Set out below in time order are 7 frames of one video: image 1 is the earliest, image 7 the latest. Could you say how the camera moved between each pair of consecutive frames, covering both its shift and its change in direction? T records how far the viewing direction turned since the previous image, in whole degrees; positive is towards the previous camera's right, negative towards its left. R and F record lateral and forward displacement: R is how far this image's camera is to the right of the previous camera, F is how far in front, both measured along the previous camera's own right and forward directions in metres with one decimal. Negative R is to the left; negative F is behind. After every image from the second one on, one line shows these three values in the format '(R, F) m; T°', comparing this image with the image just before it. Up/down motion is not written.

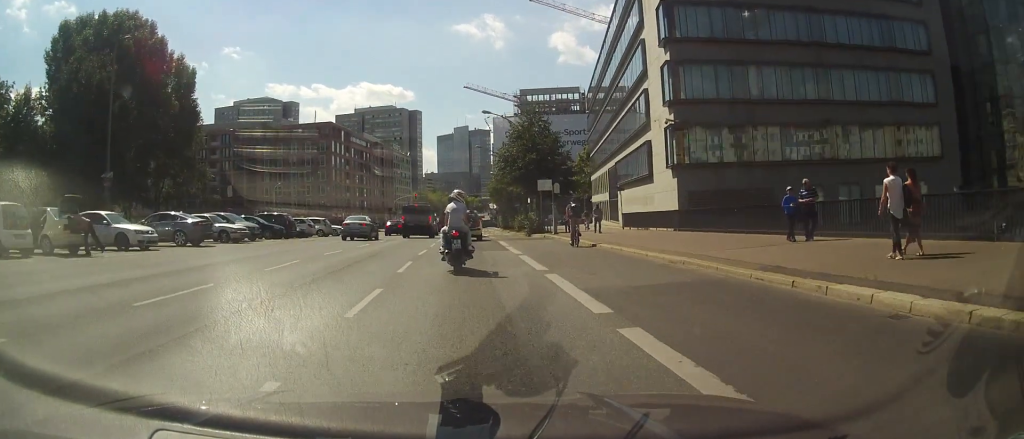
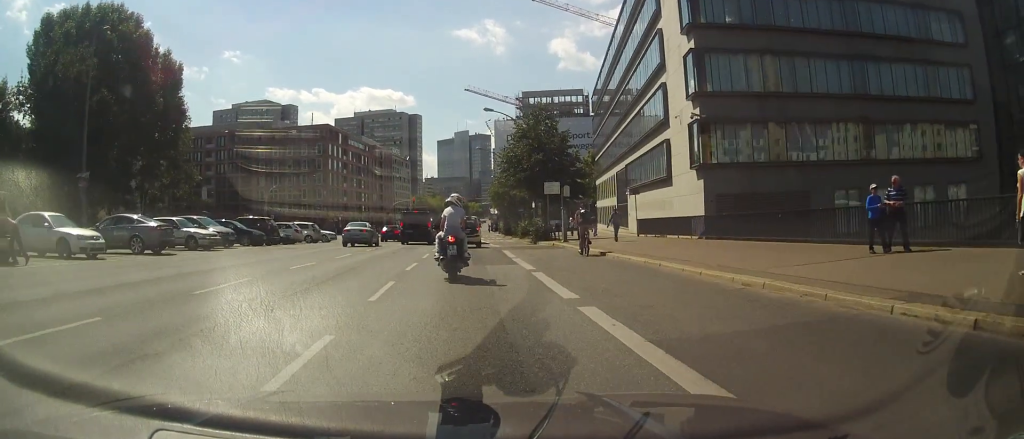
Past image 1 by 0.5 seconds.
(0.0, +3.9) m; 0°
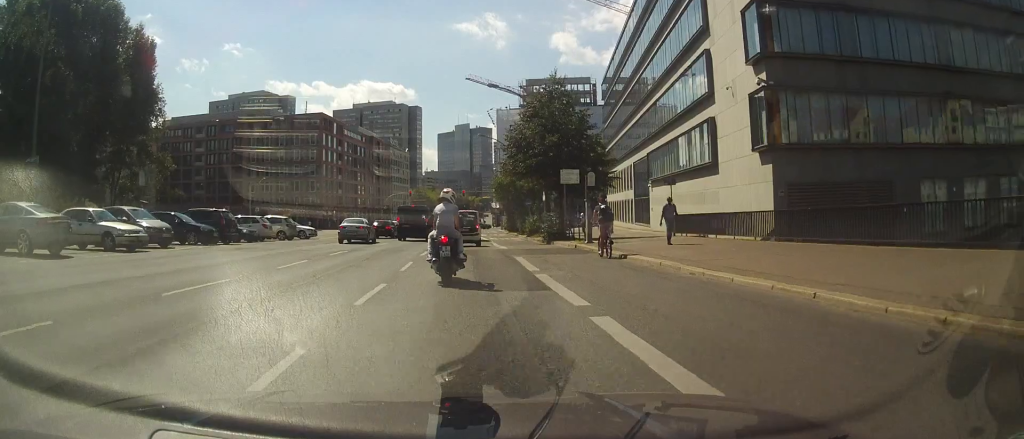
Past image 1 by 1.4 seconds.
(0.0, +7.4) m; 0°
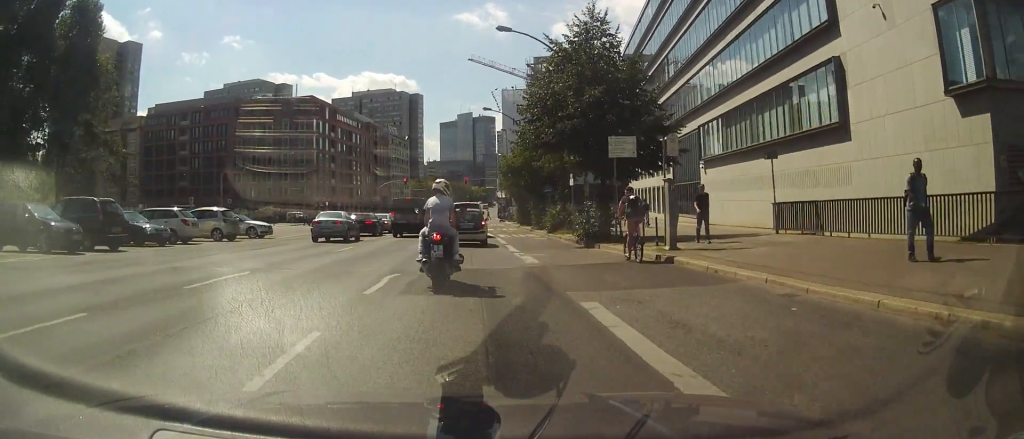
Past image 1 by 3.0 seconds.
(+0.1, +11.8) m; +1°
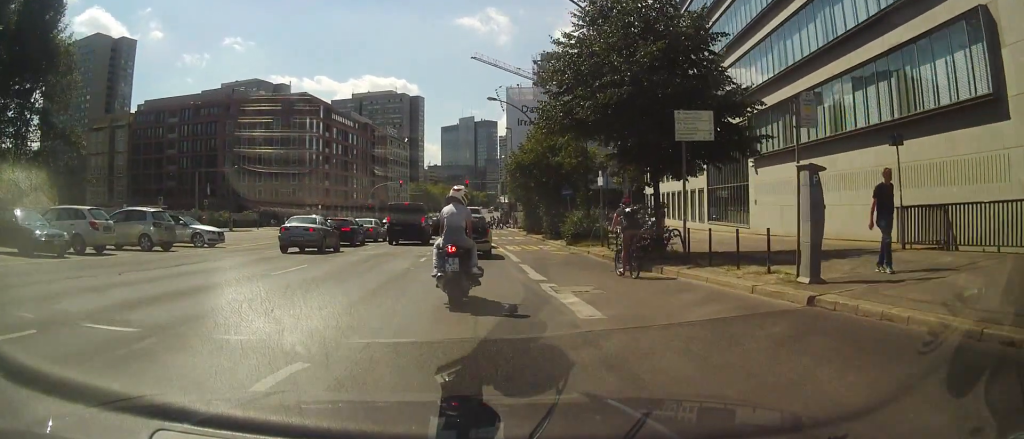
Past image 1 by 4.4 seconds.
(-0.1, +7.8) m; -3°
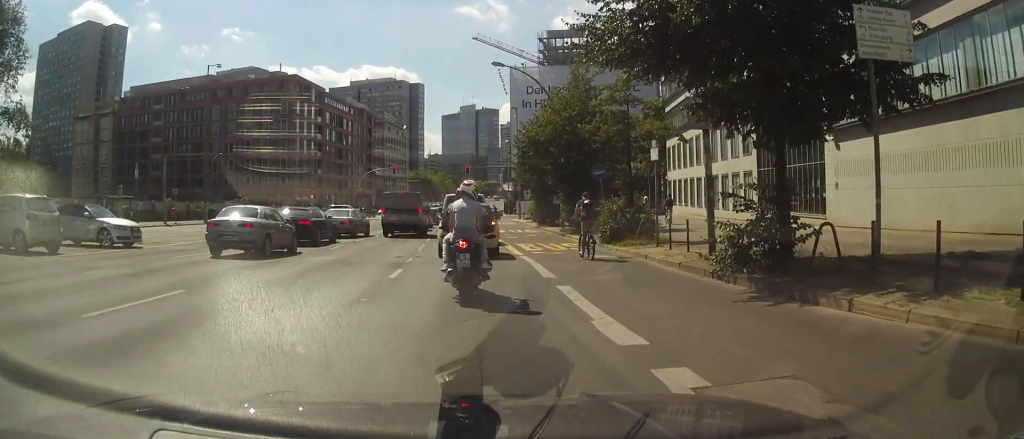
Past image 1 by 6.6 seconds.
(+0.1, +8.7) m; +3°
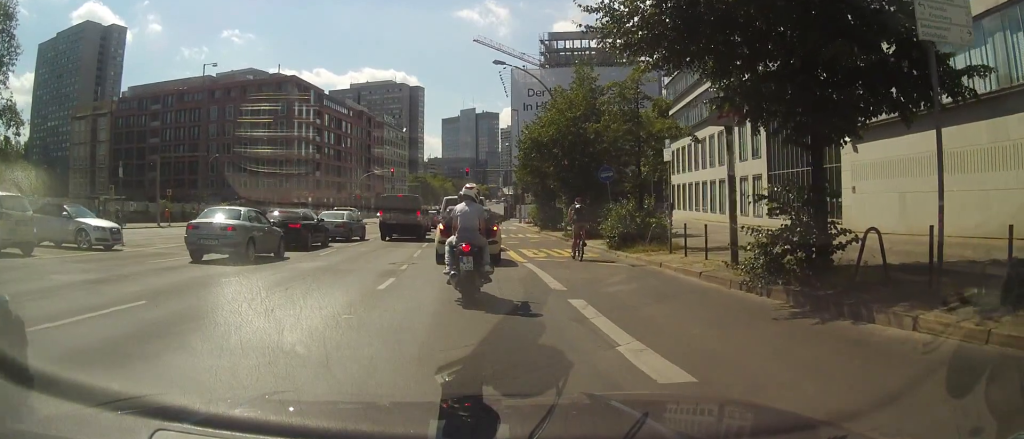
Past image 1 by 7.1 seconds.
(+0.1, +1.6) m; 0°
